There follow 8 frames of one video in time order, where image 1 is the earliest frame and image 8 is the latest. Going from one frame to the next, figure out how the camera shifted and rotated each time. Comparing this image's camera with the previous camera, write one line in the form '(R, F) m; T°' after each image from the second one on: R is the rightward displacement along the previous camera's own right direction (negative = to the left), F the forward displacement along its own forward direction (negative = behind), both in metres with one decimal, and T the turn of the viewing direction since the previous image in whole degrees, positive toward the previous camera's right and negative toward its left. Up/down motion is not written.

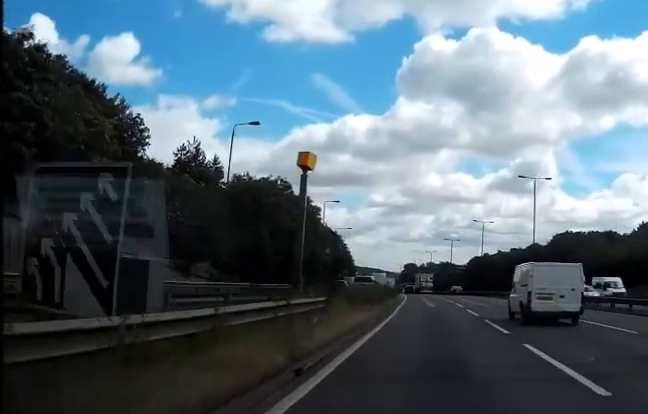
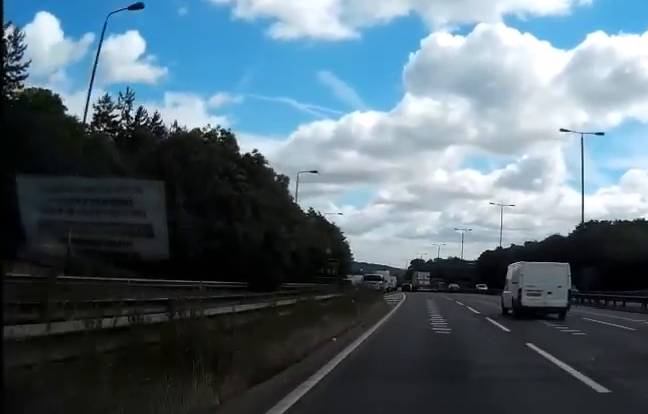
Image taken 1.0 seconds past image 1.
(-0.2, +18.2) m; -1°
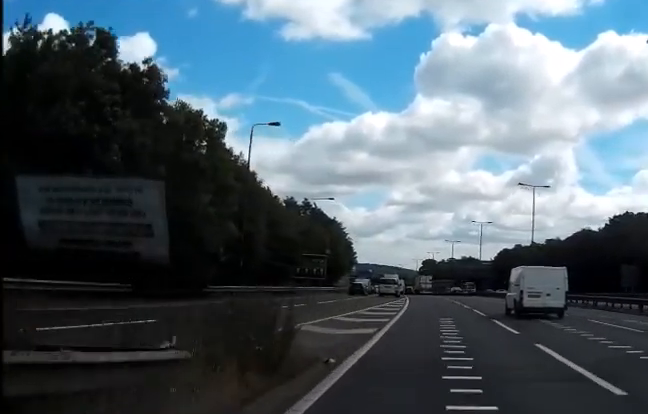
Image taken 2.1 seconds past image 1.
(-0.2, +17.9) m; -1°
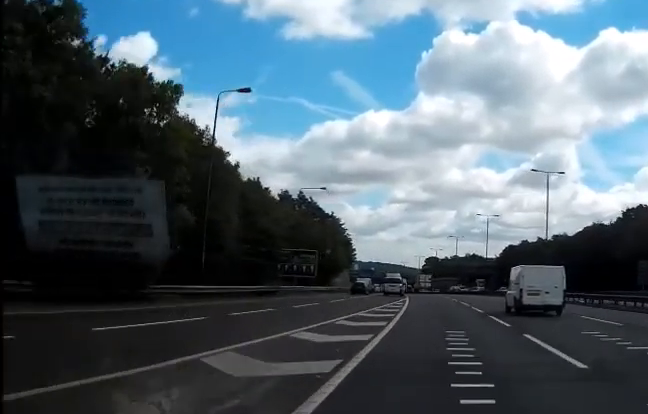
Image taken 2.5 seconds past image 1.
(0.0, +6.8) m; 0°
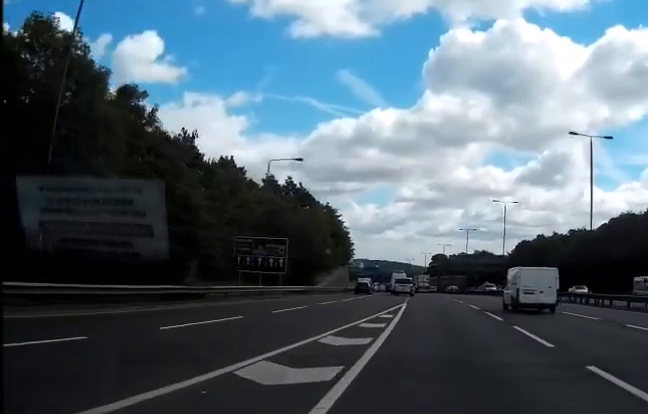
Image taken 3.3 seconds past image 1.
(0.0, +14.7) m; 0°
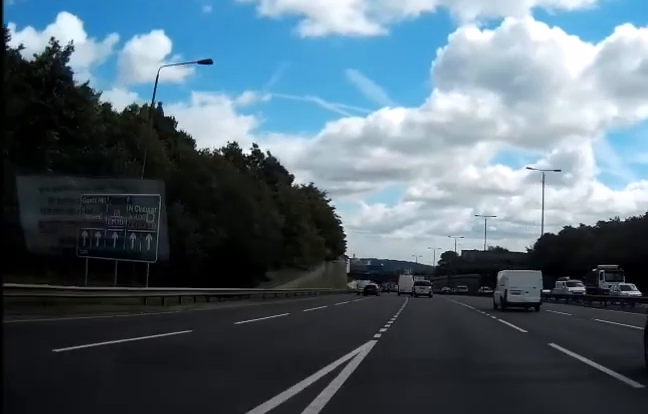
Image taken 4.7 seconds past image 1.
(-0.1, +22.4) m; -1°
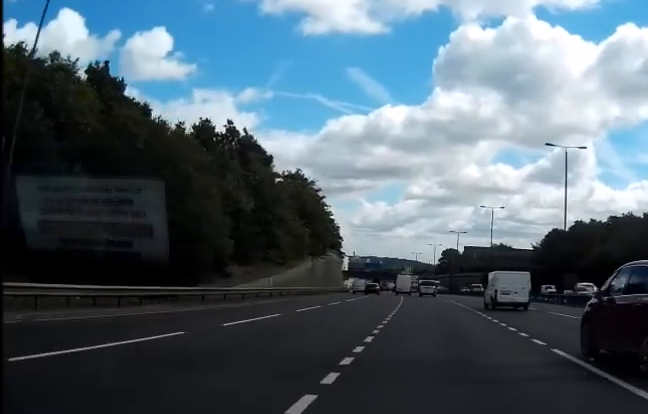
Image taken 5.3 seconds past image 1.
(0.0, +10.0) m; -1°
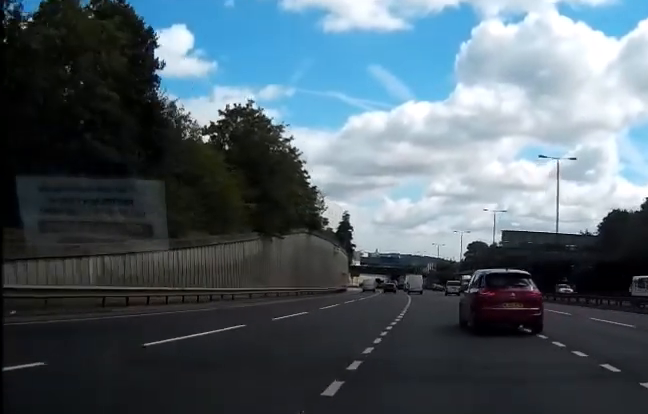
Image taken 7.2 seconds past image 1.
(-0.2, +32.3) m; -1°
